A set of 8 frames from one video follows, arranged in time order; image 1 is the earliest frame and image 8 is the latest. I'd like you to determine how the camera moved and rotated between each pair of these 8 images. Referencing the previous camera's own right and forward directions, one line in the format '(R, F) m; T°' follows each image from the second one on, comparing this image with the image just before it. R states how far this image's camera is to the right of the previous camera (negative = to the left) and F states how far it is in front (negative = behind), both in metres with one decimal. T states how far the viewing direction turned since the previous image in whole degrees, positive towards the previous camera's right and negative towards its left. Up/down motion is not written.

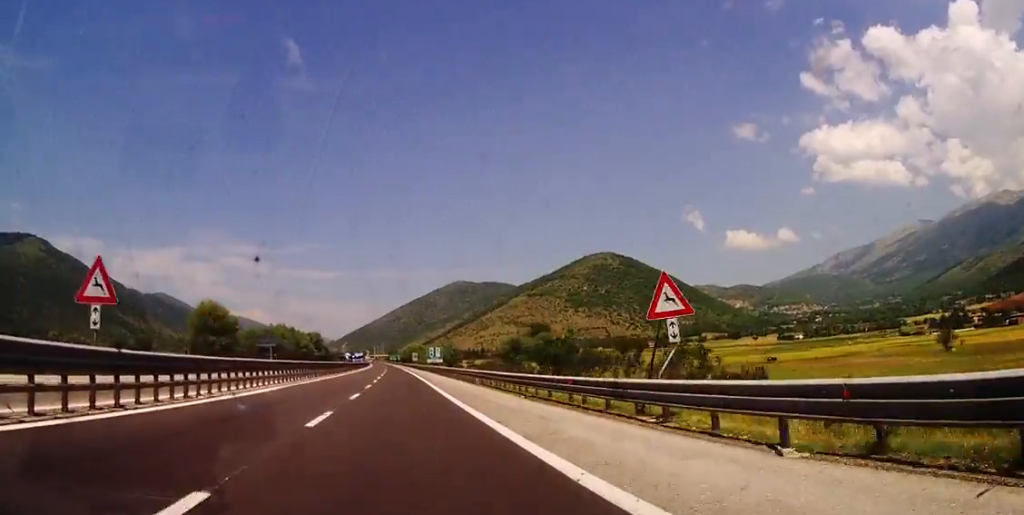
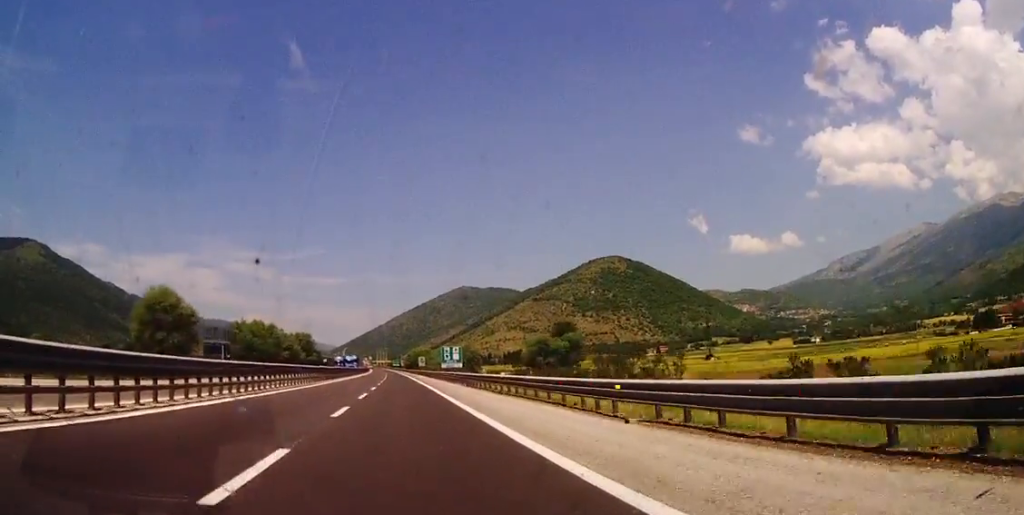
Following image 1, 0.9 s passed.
(-0.3, +31.1) m; -1°
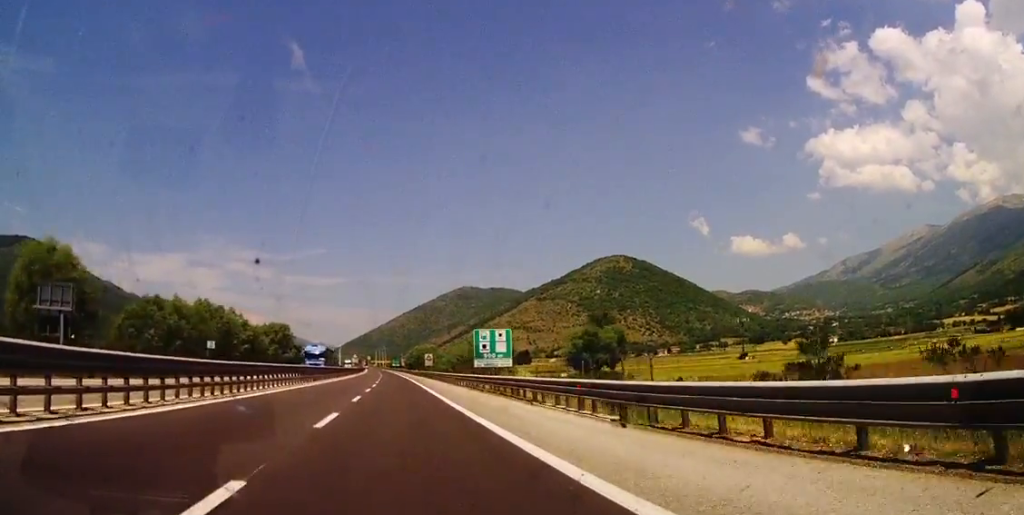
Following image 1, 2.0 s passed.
(-0.1, +37.8) m; -1°
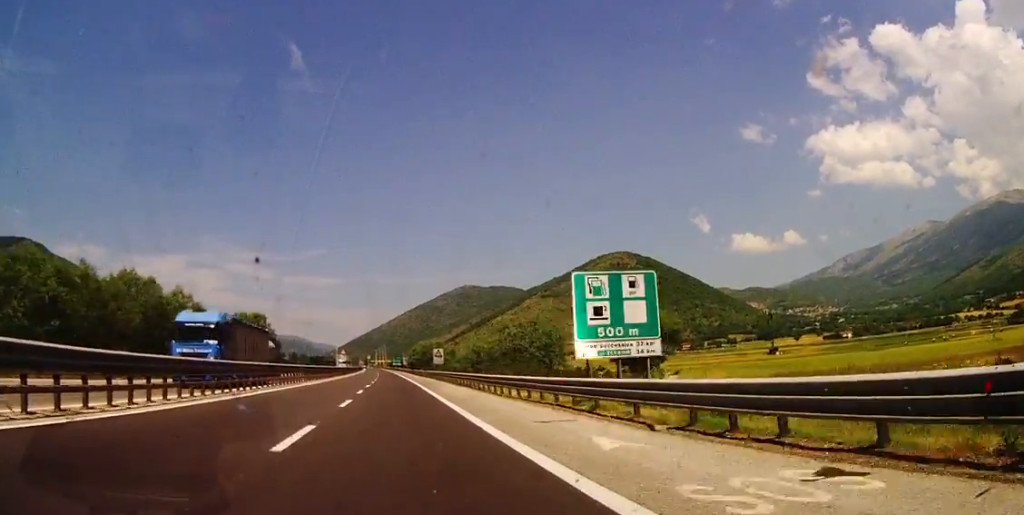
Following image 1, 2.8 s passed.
(-0.3, +27.5) m; 0°
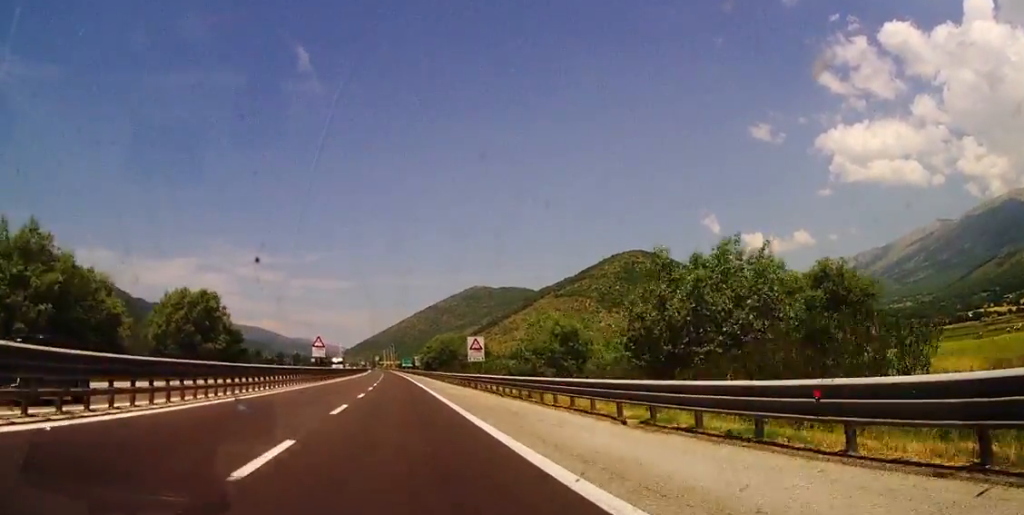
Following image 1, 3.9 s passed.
(+0.4, +37.7) m; 0°
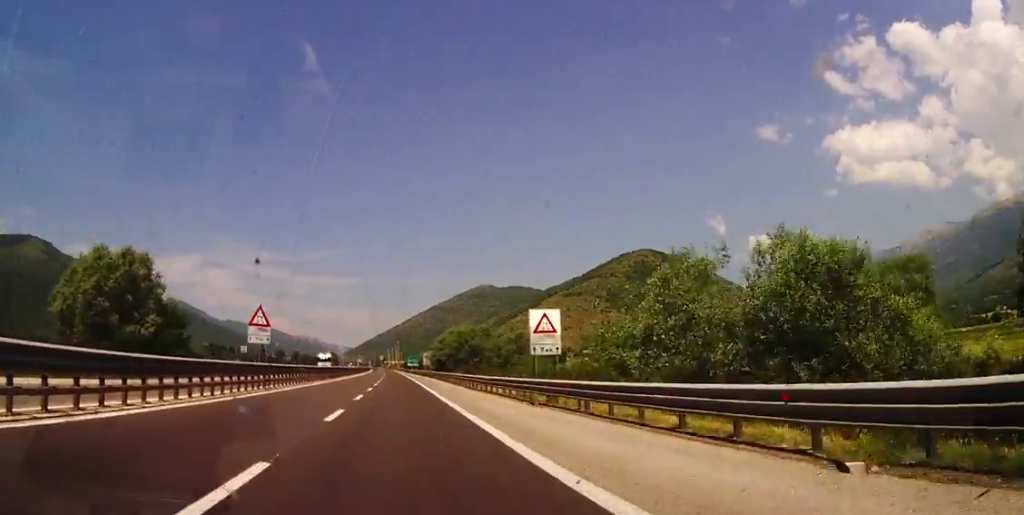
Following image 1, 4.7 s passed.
(0.0, +26.1) m; -1°
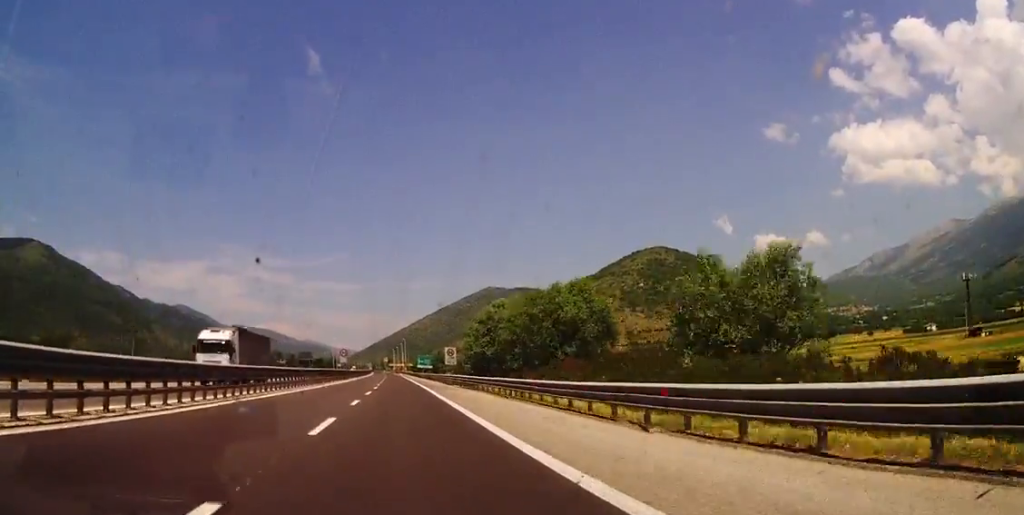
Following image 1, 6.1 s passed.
(-1.0, +49.7) m; -2°
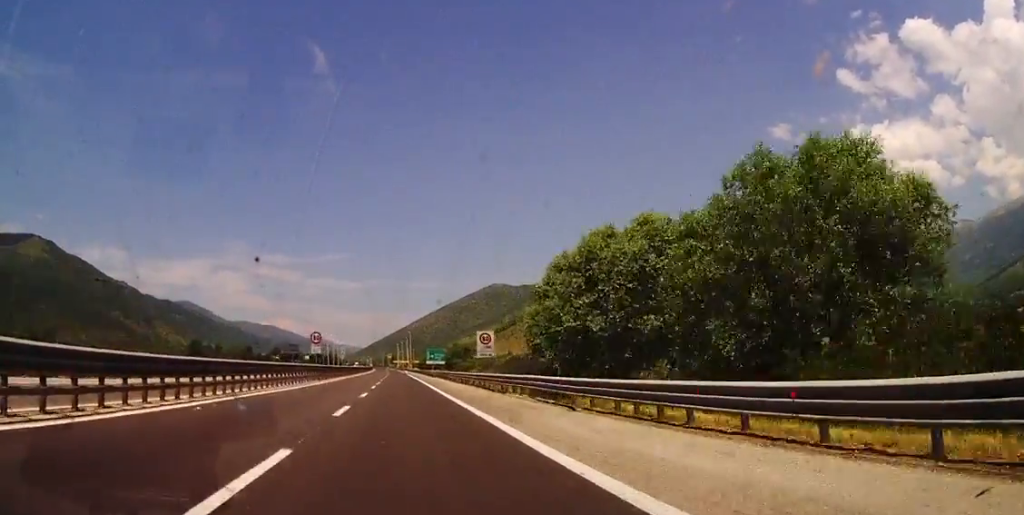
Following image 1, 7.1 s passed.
(-0.3, +31.3) m; 0°
